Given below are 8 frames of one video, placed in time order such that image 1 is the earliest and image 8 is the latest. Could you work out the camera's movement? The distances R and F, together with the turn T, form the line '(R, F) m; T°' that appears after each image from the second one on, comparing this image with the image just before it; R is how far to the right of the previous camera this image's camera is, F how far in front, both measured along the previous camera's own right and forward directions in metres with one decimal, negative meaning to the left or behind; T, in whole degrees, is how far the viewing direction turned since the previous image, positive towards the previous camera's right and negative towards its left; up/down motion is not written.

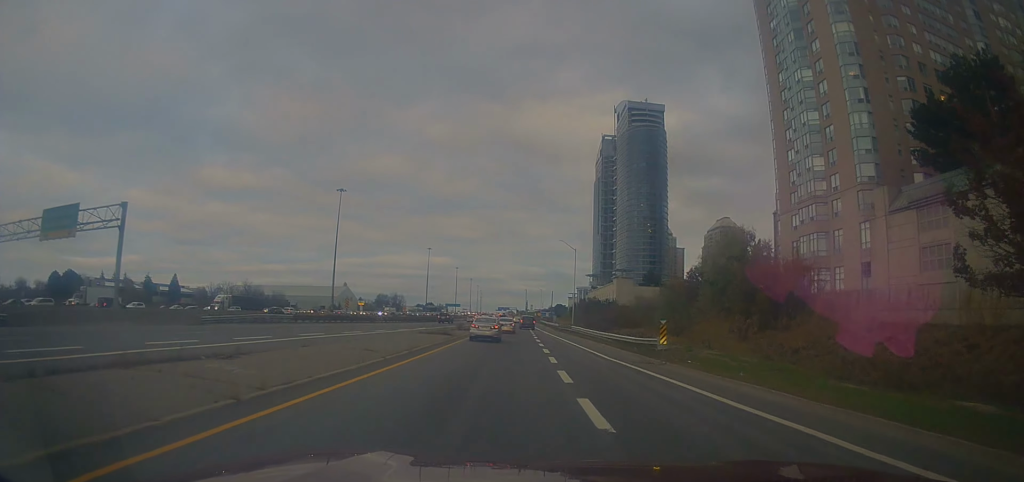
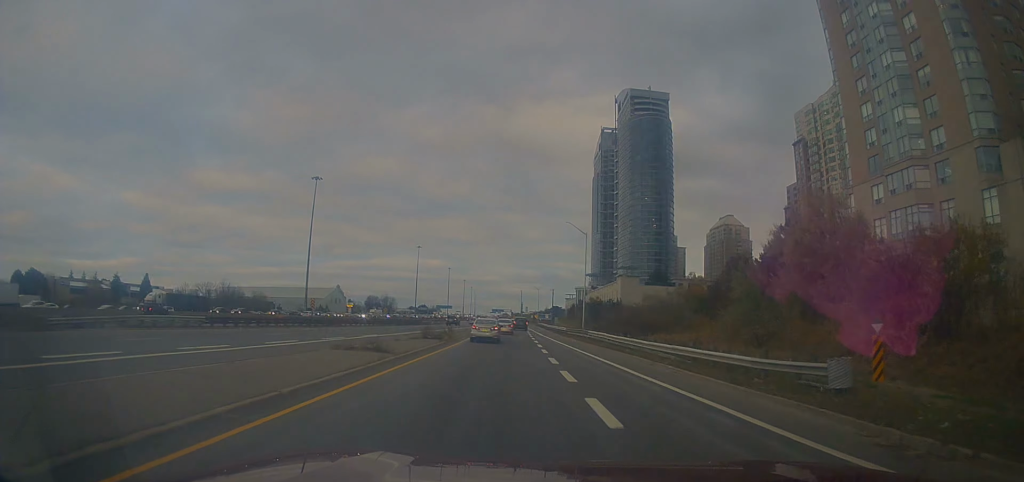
(+0.9, +17.6) m; +1°
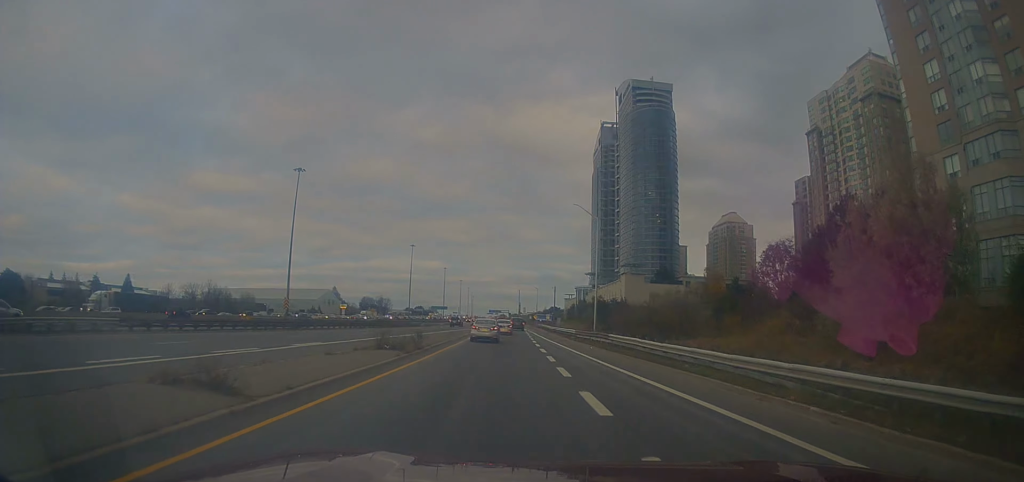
(-0.3, +11.0) m; -1°
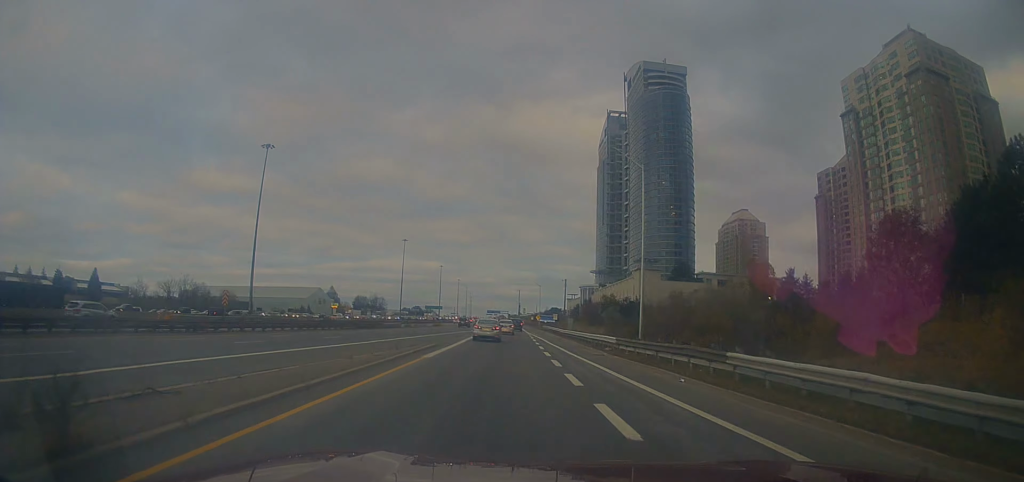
(-0.1, +20.1) m; 0°
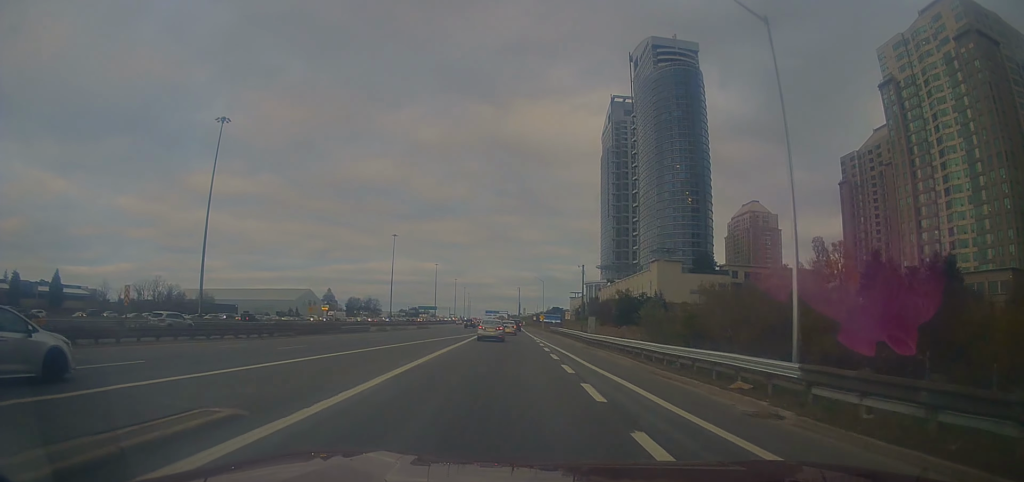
(+0.1, +20.4) m; 0°
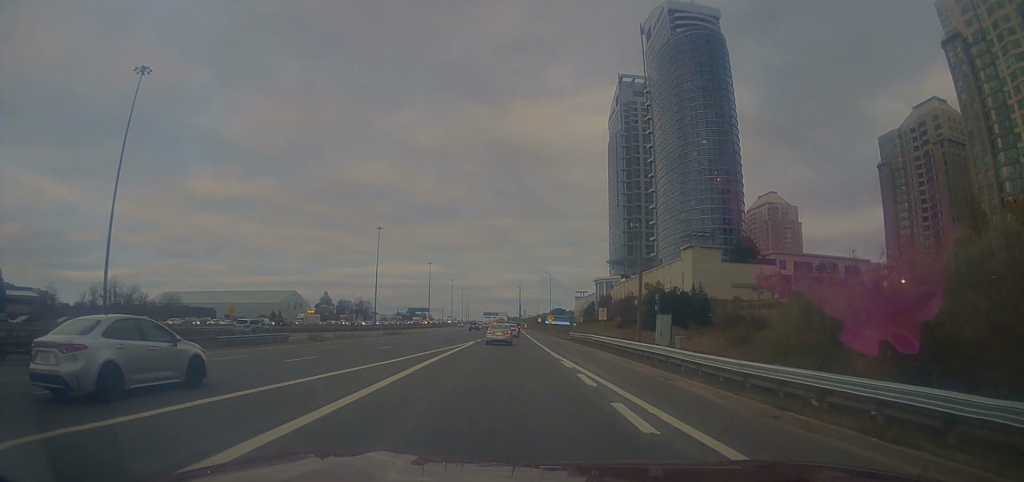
(0.0, +27.1) m; -1°
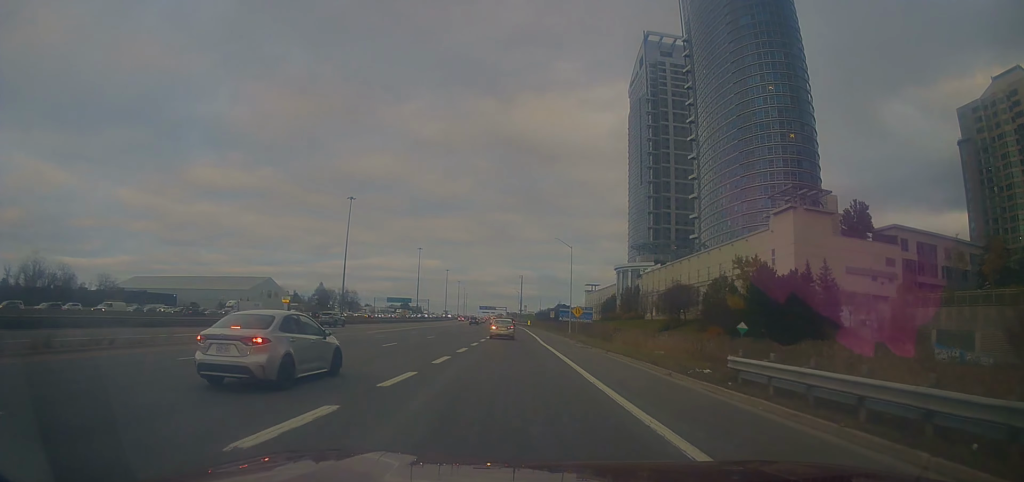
(-0.3, +41.1) m; +1°
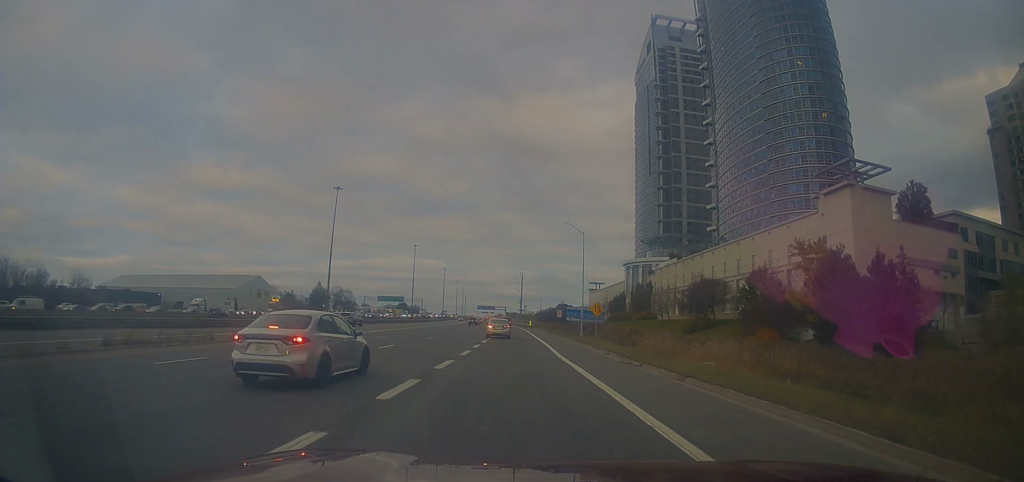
(+0.1, +13.7) m; 0°
